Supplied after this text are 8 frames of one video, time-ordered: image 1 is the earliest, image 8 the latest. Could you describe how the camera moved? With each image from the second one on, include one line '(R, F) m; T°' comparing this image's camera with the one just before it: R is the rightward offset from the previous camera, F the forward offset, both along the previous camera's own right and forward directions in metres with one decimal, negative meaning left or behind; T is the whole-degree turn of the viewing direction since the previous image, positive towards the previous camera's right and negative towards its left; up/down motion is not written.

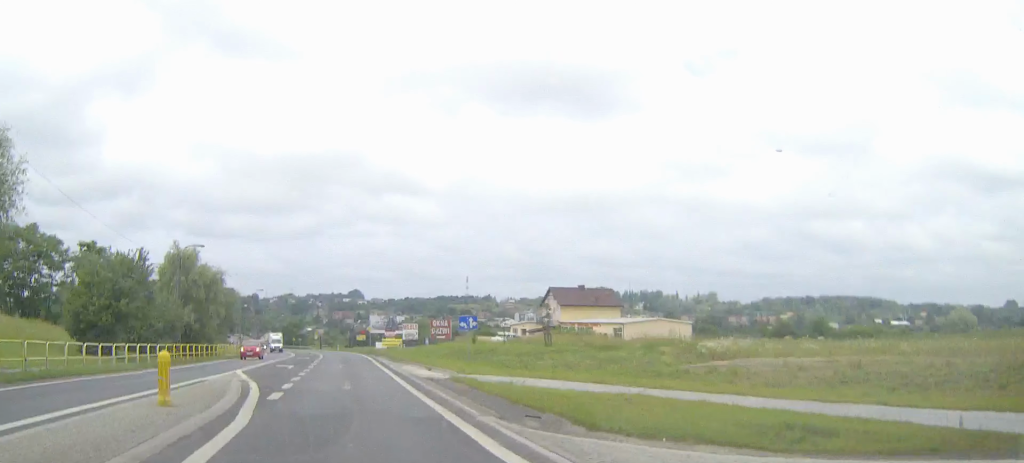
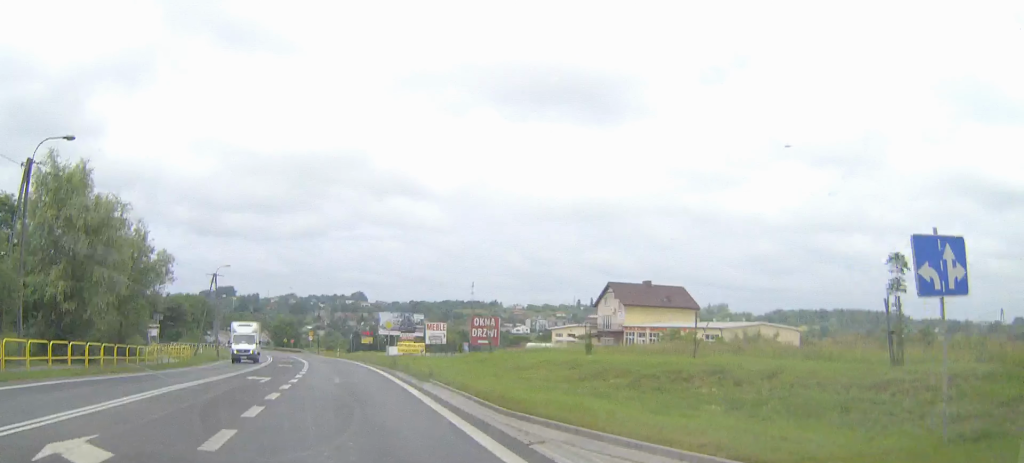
(-0.1, +31.3) m; 0°
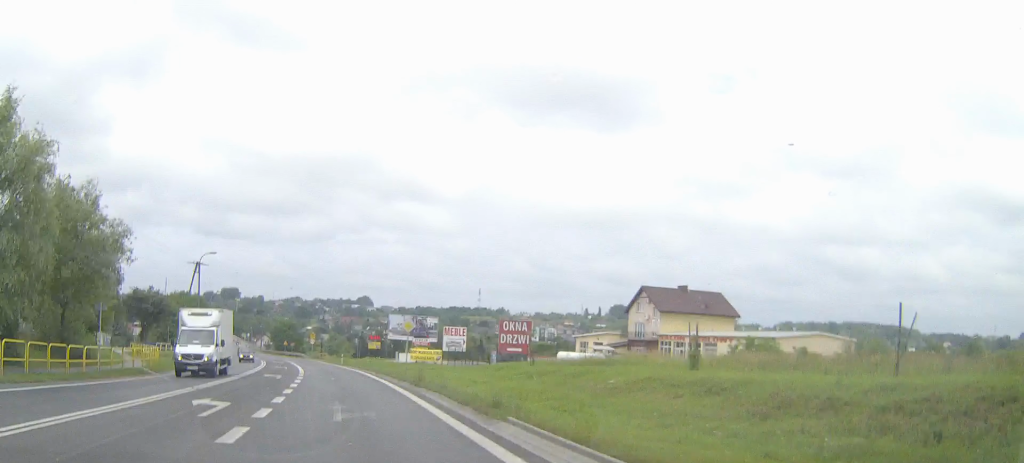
(0.0, +11.1) m; 0°
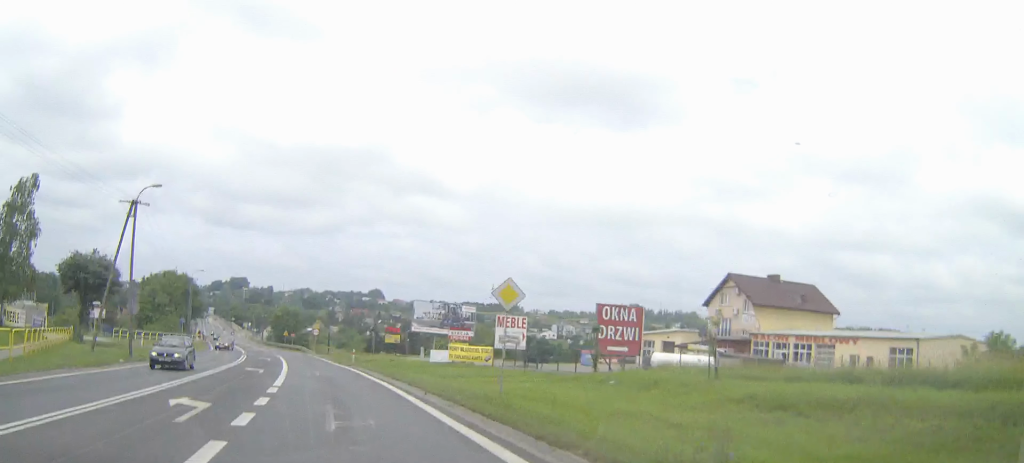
(-0.1, +22.2) m; -1°
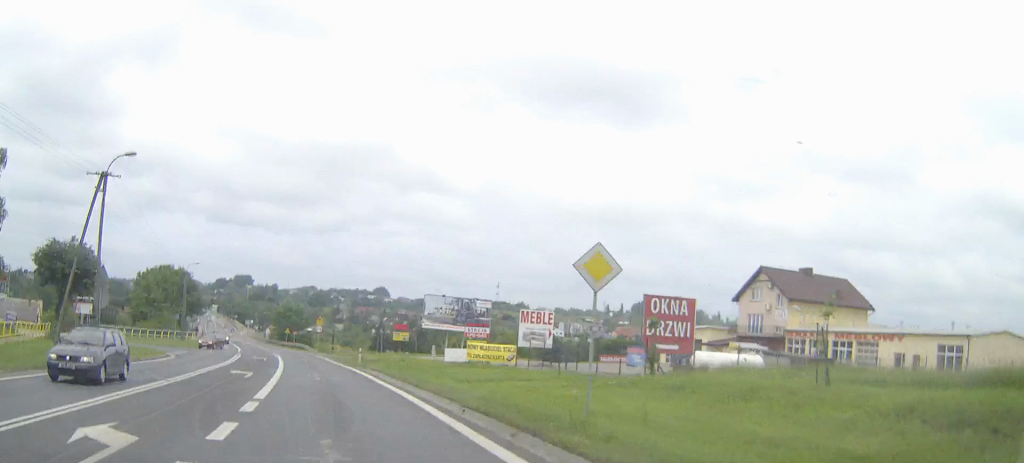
(0.0, +6.1) m; 0°
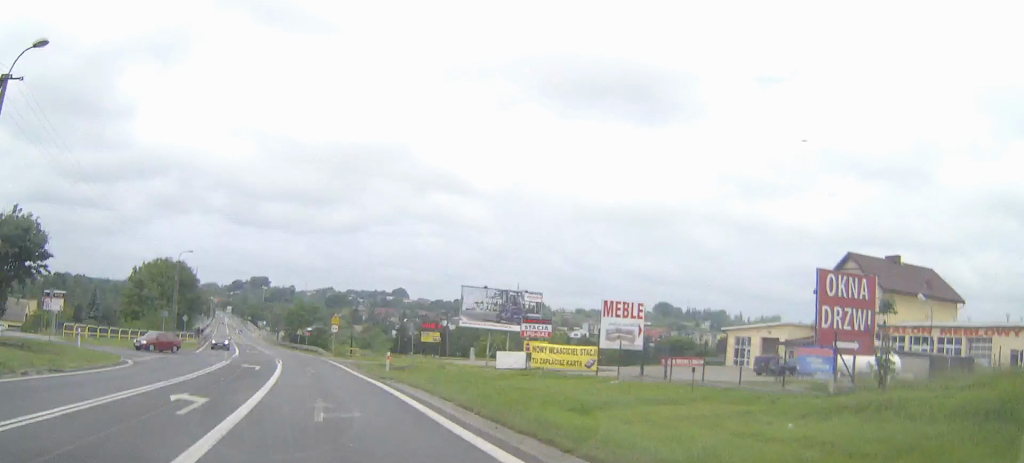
(-0.1, +12.7) m; -1°
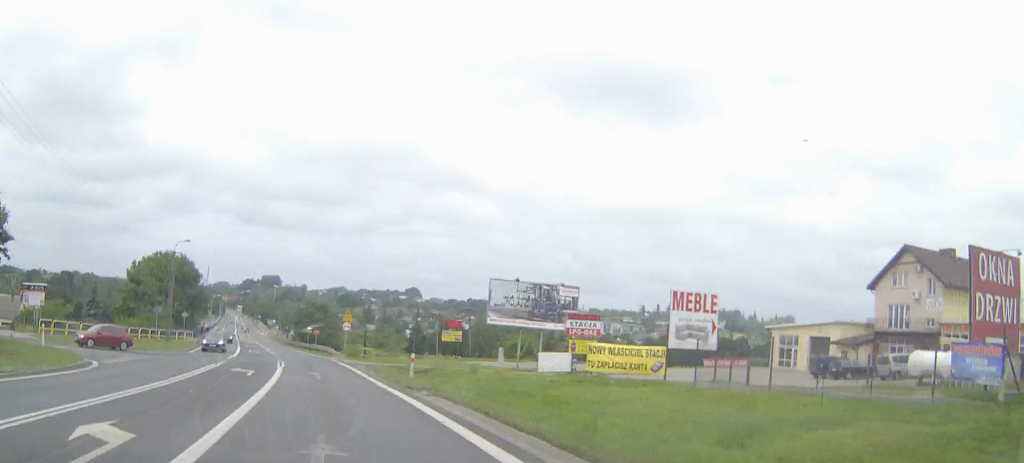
(0.0, +7.2) m; -1°
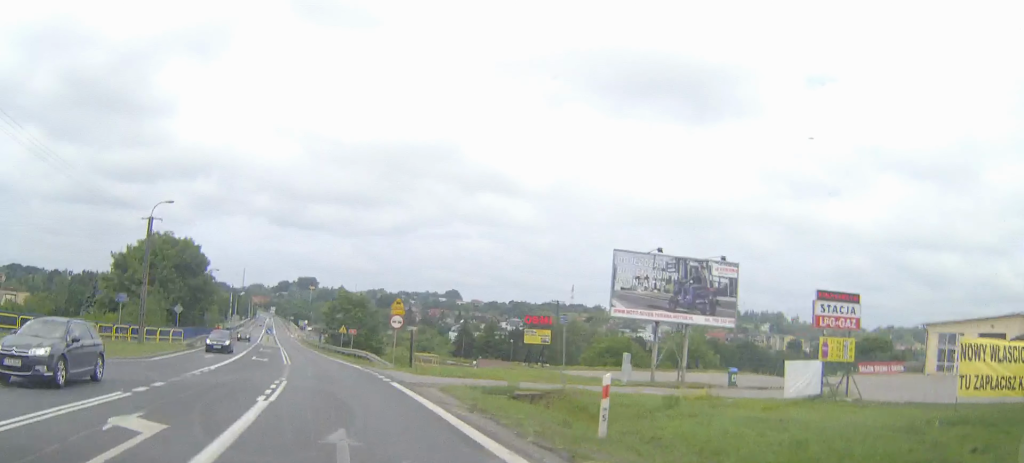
(-0.5, +19.3) m; -3°
